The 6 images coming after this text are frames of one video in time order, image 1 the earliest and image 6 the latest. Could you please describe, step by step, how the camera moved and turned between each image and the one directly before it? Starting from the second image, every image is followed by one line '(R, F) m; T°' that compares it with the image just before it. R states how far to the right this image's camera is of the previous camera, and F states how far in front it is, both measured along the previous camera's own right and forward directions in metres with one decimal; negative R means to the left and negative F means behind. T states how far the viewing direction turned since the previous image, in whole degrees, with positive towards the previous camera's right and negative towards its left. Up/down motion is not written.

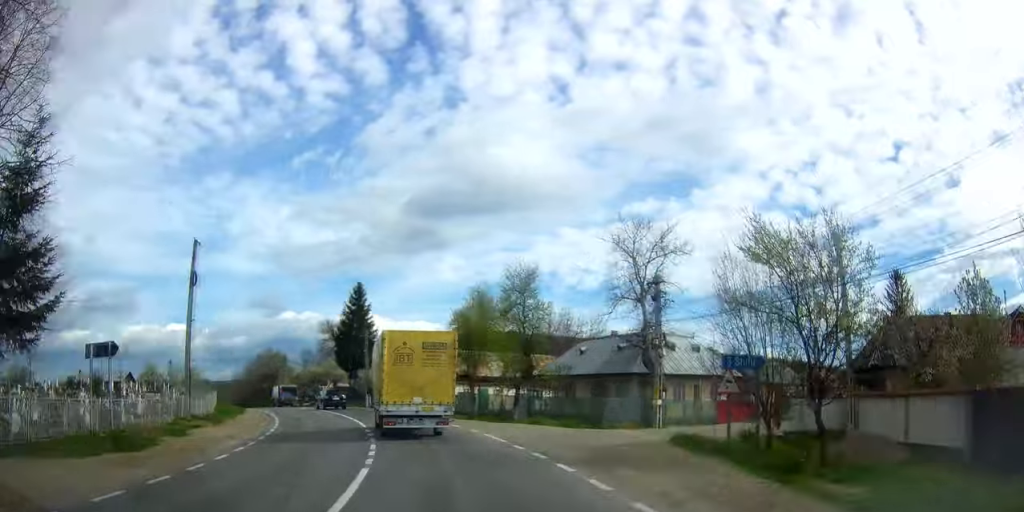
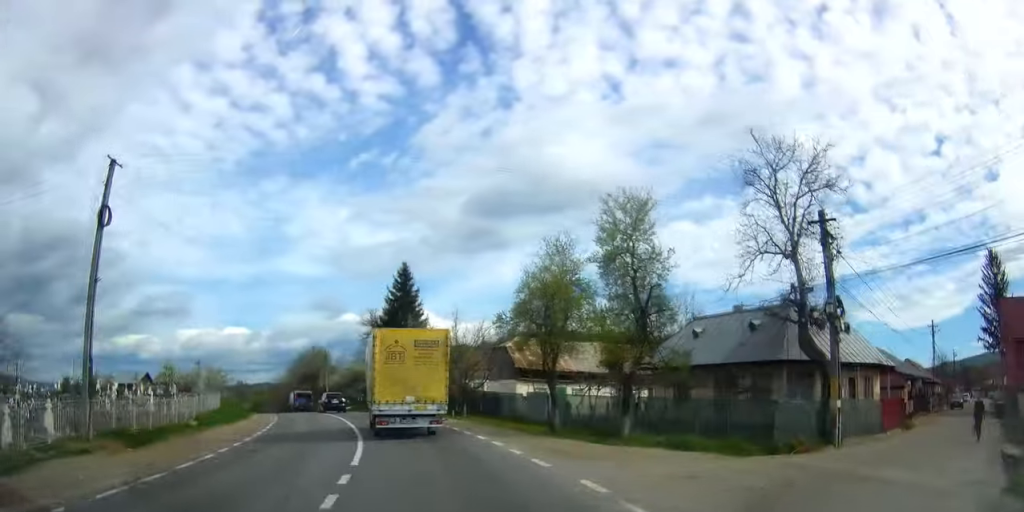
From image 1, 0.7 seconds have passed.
(-0.5, +12.0) m; -6°
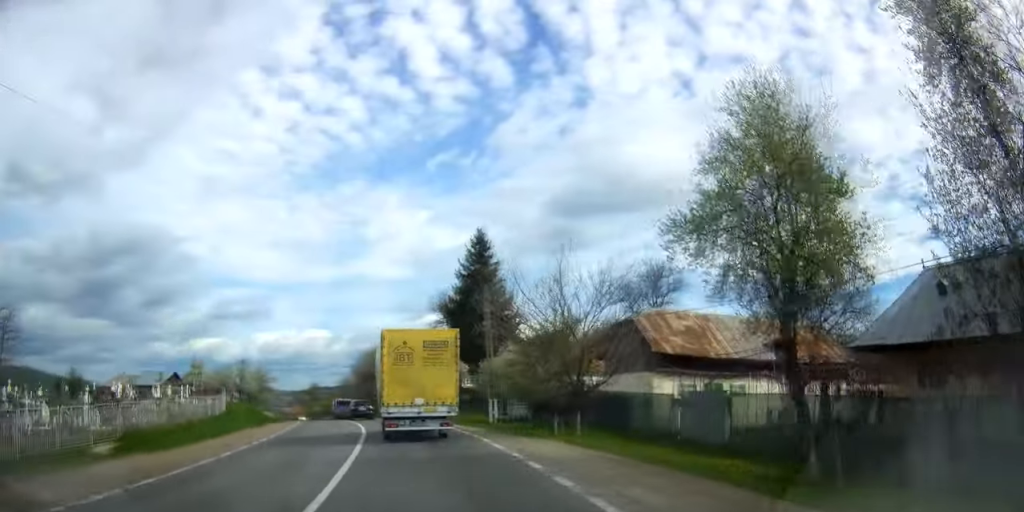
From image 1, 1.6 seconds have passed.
(-0.8, +14.1) m; -7°
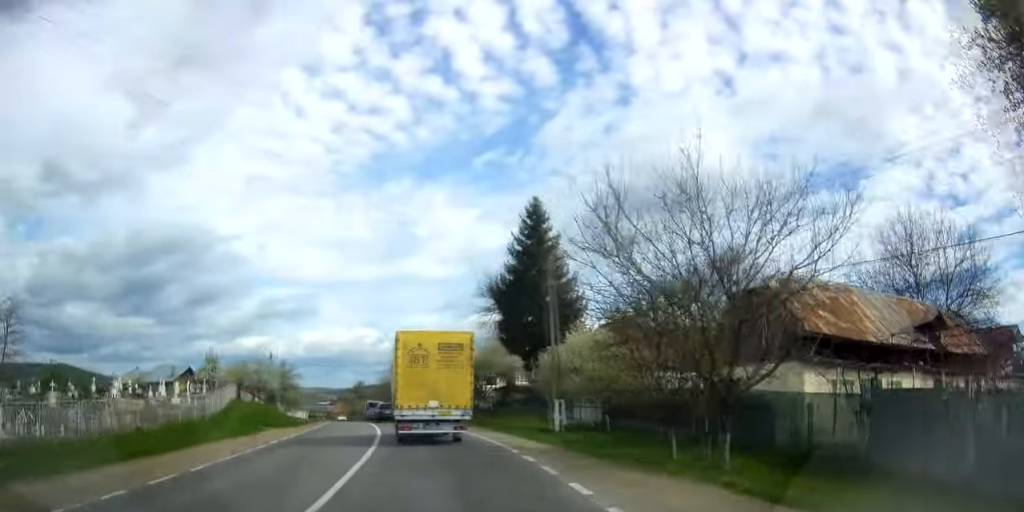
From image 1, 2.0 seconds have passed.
(-0.4, +8.1) m; -4°
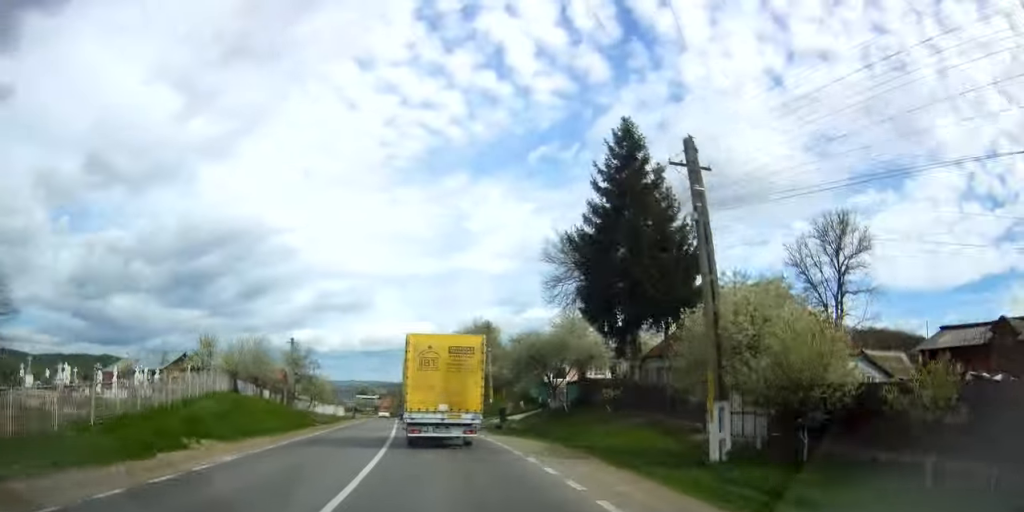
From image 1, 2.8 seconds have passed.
(-0.8, +12.8) m; -6°
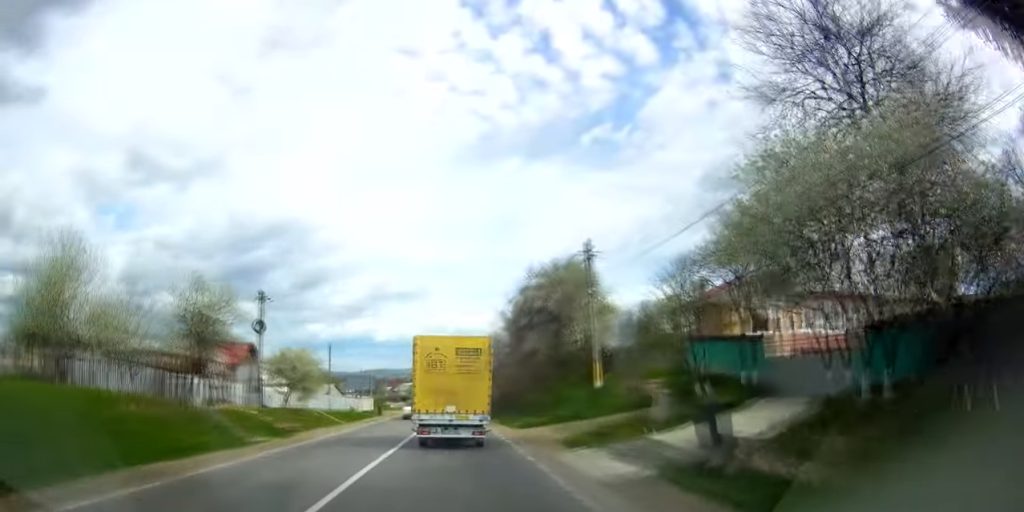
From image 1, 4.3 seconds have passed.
(-2.3, +25.8) m; -11°
